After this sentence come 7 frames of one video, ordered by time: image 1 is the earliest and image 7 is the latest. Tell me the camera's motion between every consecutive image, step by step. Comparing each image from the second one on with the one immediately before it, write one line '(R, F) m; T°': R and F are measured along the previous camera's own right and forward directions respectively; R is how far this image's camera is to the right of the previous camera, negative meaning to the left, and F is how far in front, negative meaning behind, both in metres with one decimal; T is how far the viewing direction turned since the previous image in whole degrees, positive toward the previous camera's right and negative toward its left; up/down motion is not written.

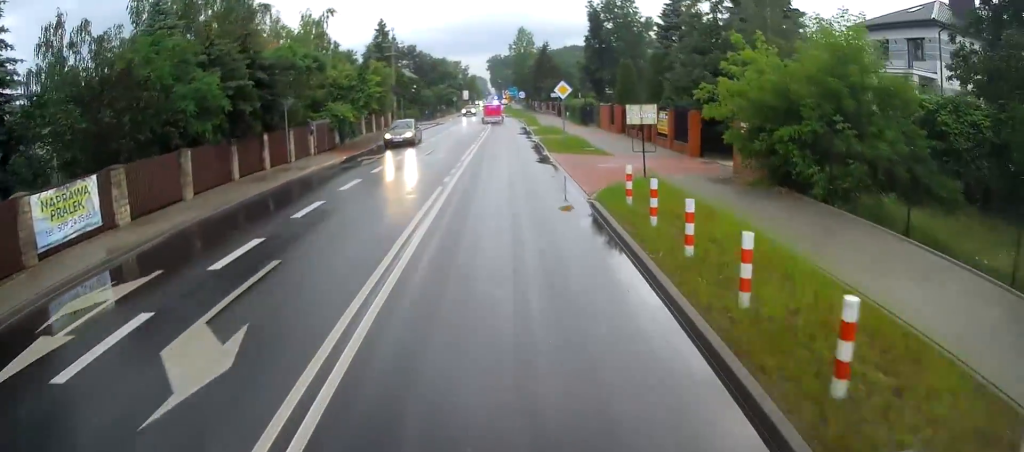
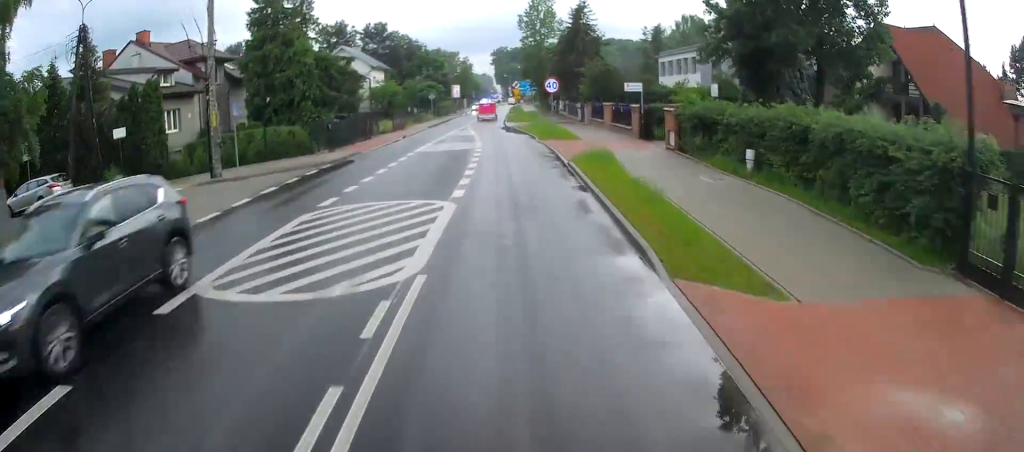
(-1.3, +44.3) m; -4°
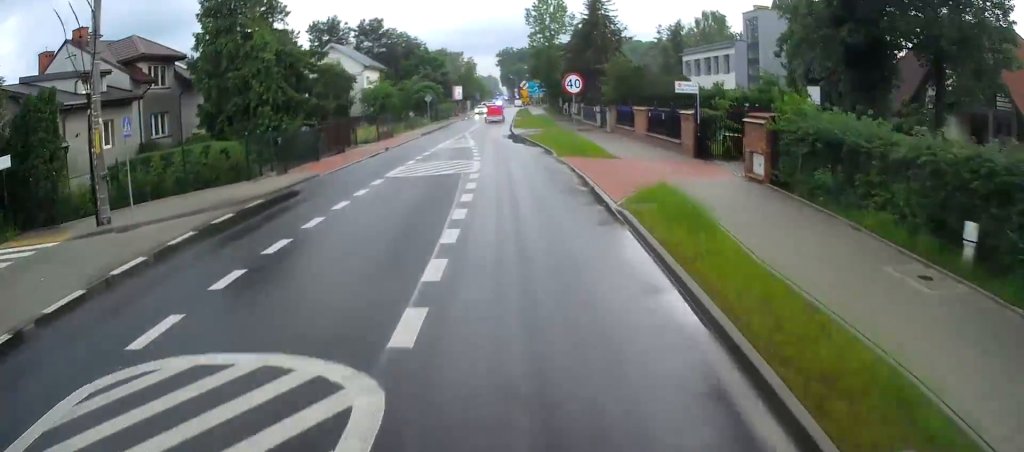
(-0.1, +8.6) m; -1°
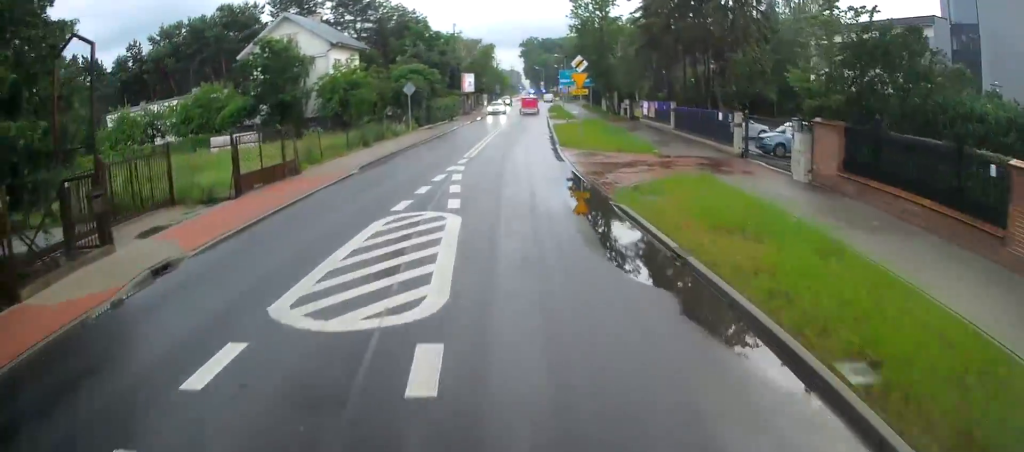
(-0.8, +26.3) m; -3°
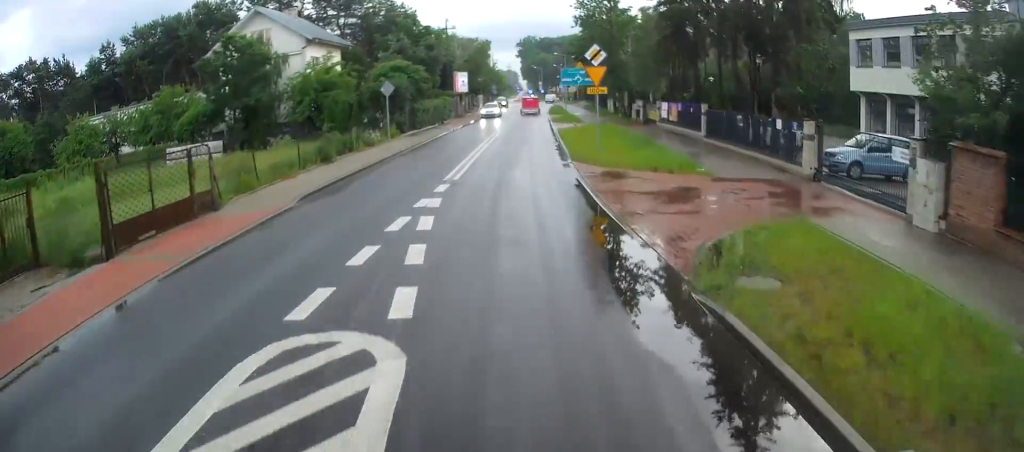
(-0.1, +6.2) m; 0°
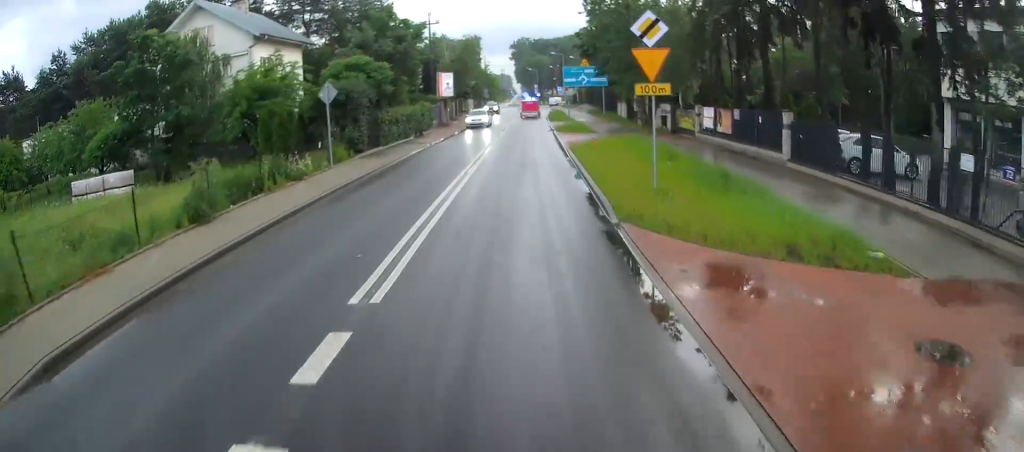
(+0.1, +9.5) m; +1°
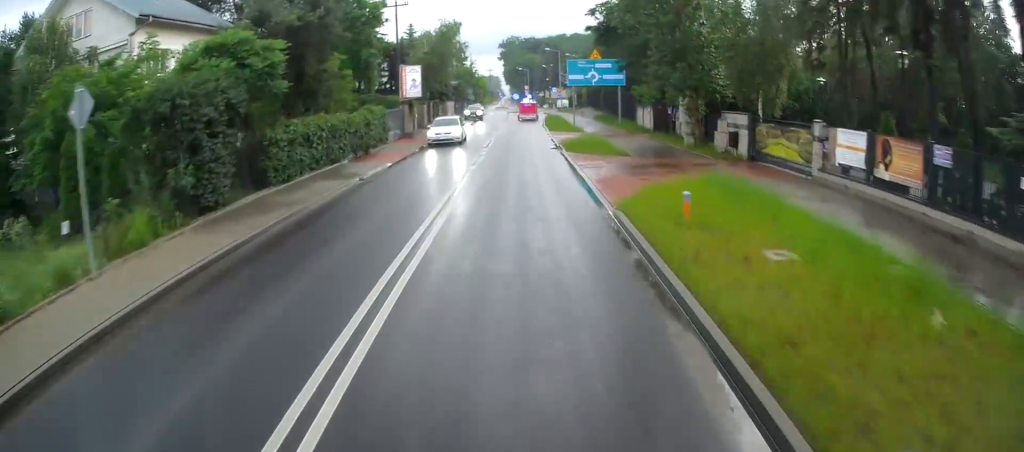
(+0.2, +13.1) m; +3°
